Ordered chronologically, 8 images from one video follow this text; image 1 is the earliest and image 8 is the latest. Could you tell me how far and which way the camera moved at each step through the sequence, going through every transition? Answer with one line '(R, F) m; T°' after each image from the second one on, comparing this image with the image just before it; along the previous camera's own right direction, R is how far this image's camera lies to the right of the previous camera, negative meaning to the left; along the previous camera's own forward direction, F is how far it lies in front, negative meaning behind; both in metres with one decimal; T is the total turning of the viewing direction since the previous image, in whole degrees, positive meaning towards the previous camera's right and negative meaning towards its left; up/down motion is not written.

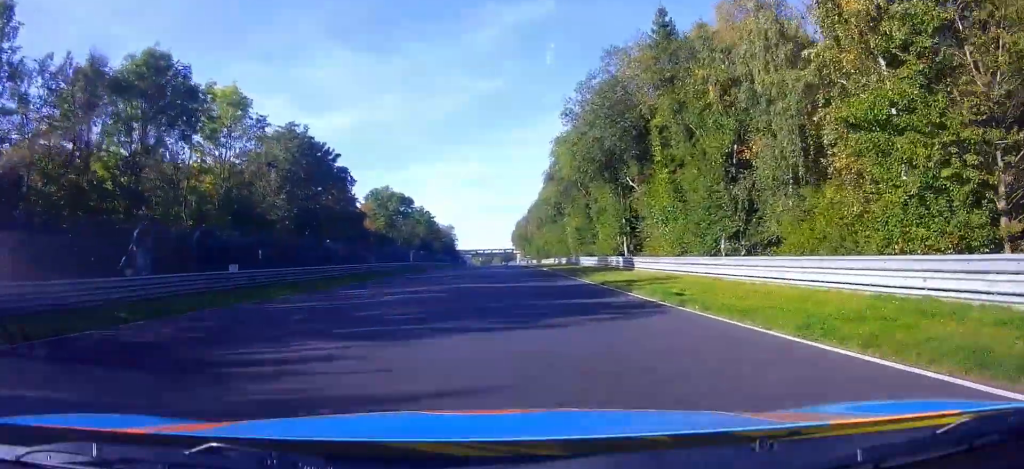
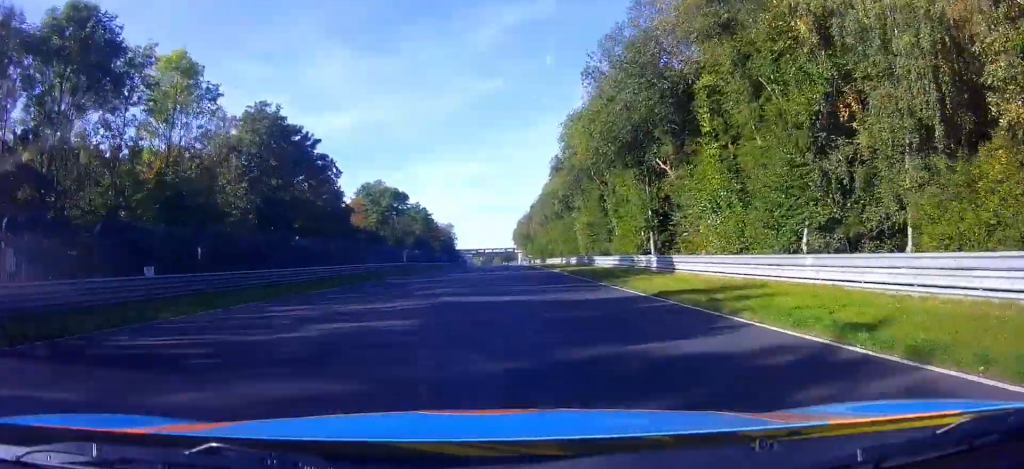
(-0.3, +5.6) m; +1°
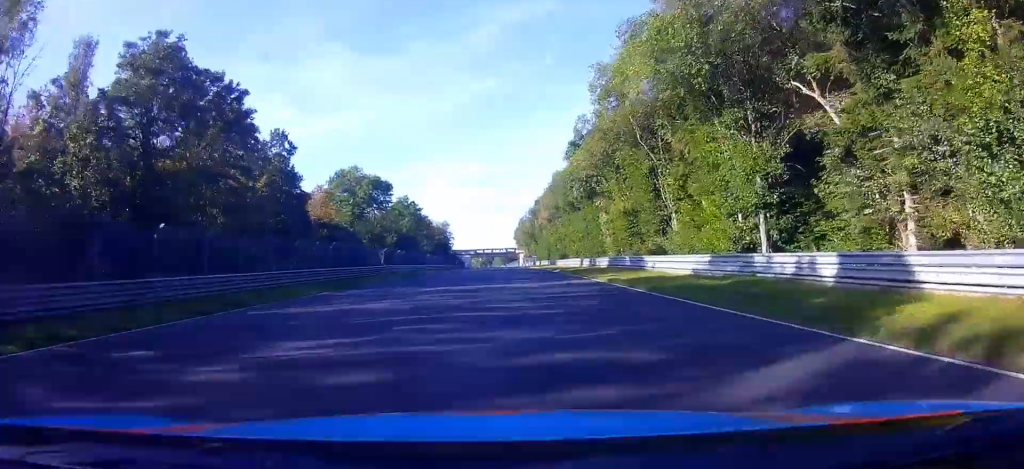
(+0.6, +13.4) m; +1°
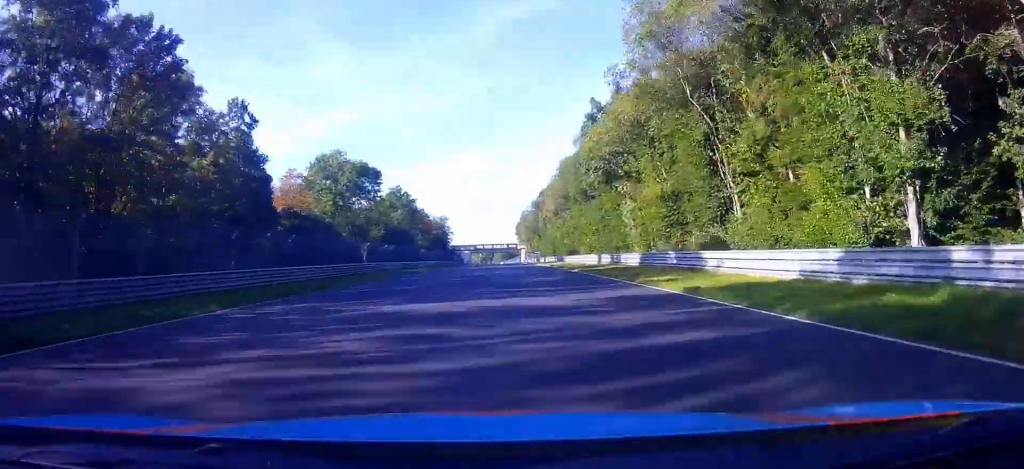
(0.0, +7.8) m; 0°
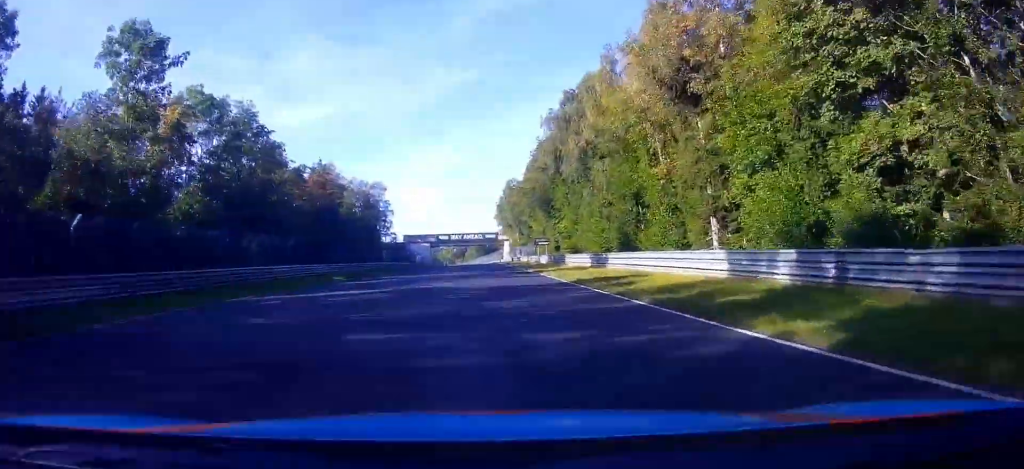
(-2.6, +70.6) m; -2°
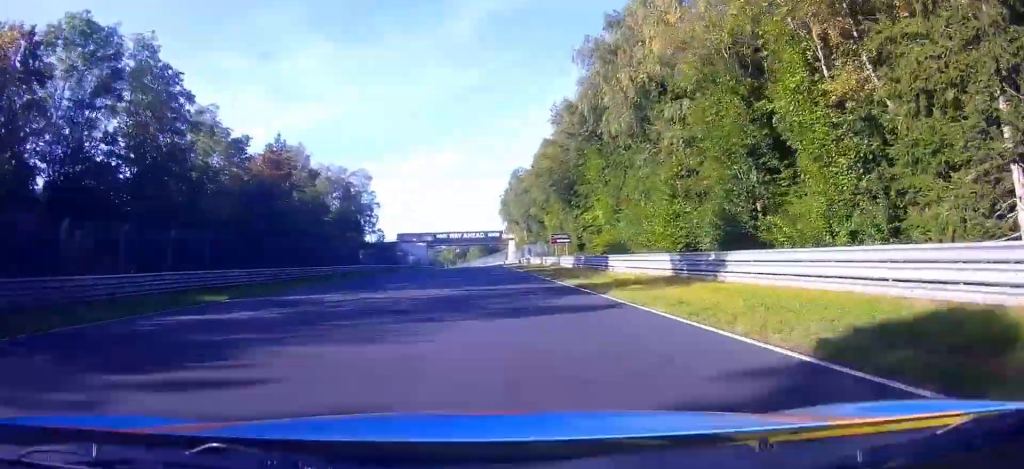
(+0.4, +16.2) m; 0°
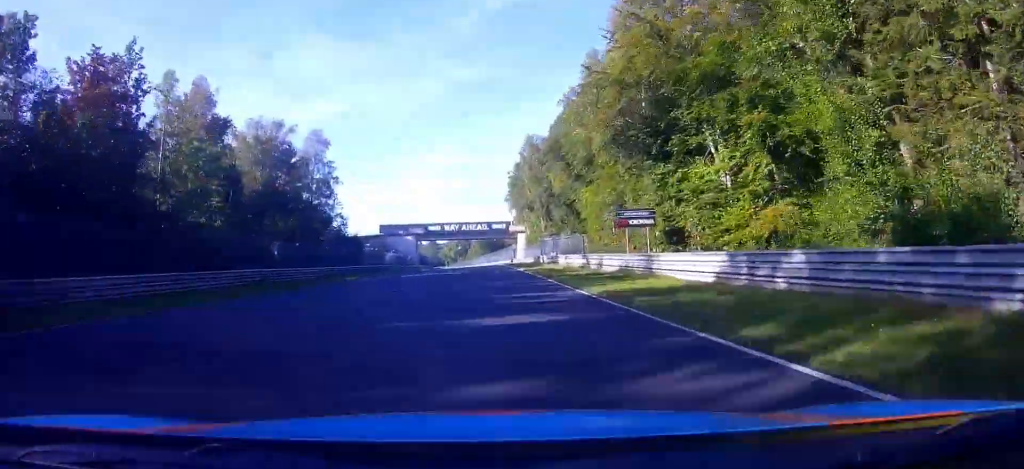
(-0.9, +28.5) m; -2°
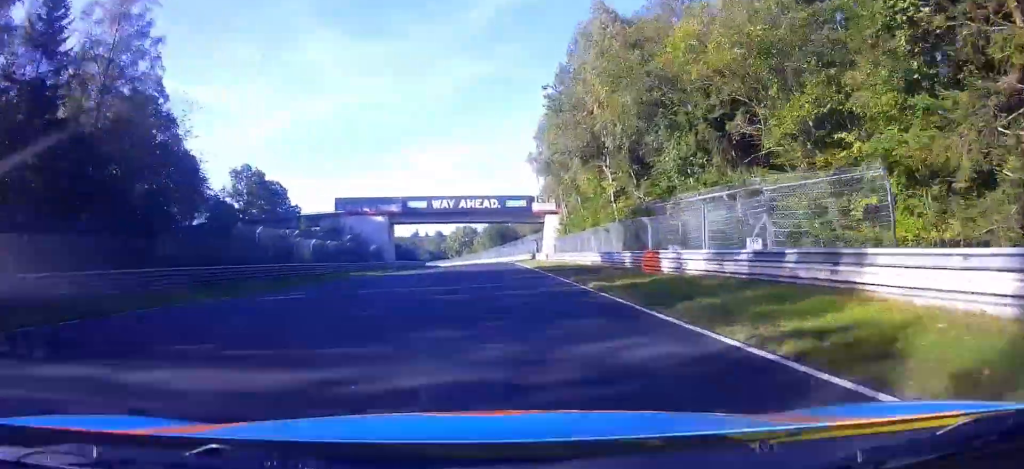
(-0.3, +42.5) m; -1°
